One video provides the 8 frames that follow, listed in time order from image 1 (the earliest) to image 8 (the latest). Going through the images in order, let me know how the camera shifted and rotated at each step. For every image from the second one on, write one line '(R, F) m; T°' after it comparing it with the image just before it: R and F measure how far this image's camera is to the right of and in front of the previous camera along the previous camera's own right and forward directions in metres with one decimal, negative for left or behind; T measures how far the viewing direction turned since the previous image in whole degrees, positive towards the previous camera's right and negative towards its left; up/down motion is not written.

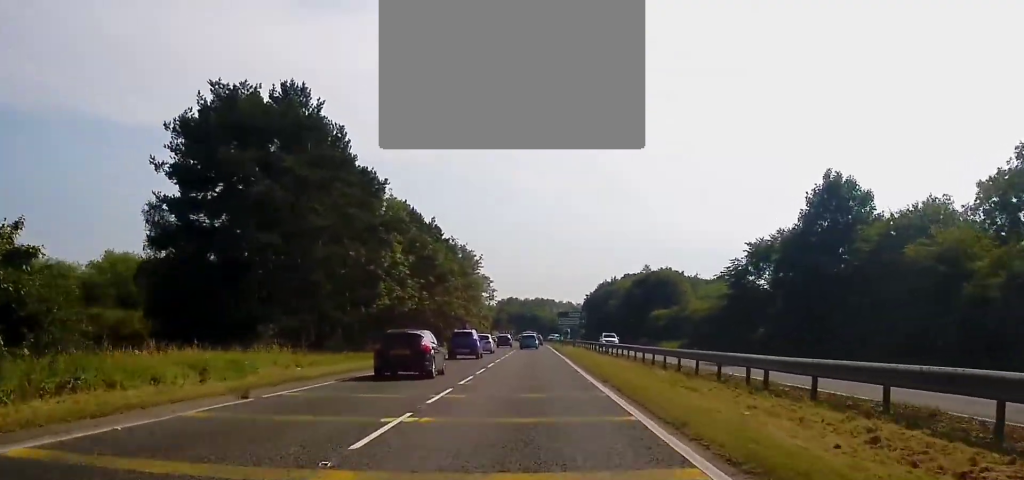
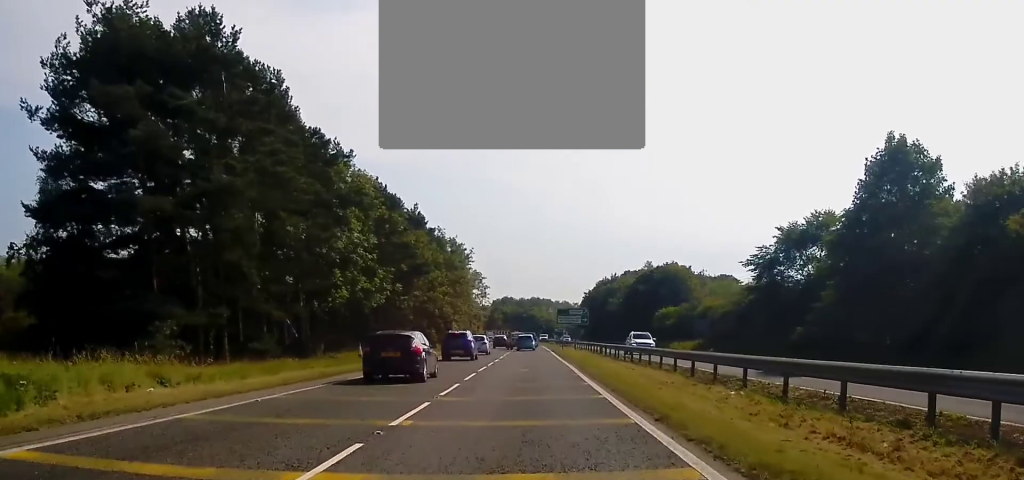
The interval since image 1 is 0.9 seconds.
(+0.1, +9.5) m; +1°
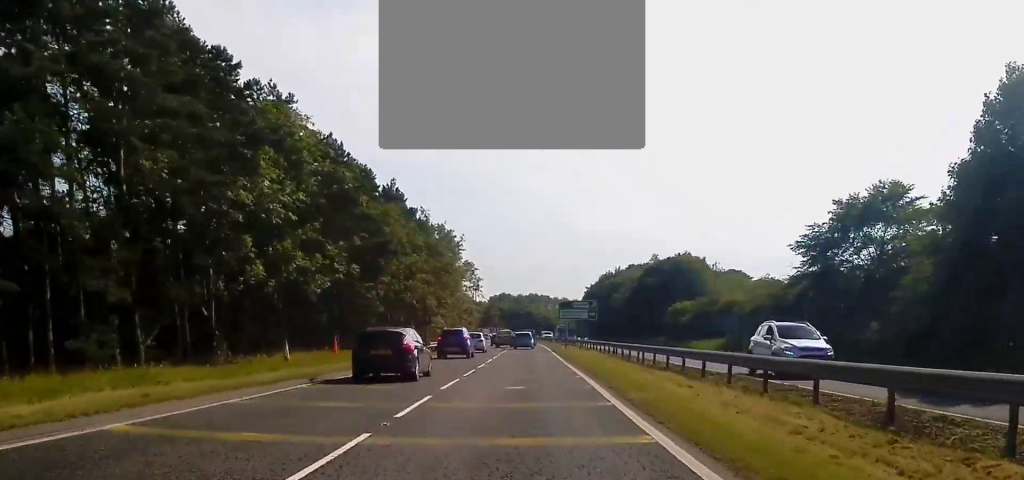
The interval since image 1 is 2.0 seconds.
(0.0, +11.7) m; 0°
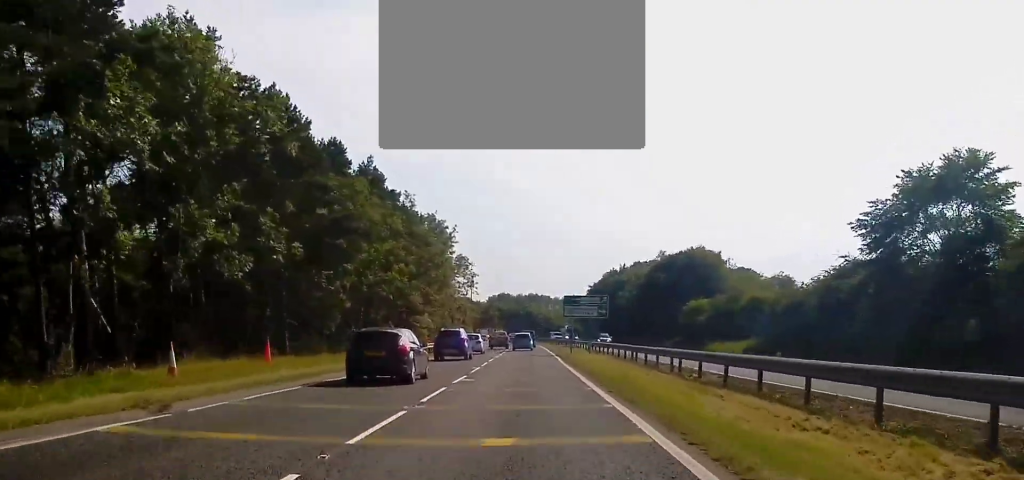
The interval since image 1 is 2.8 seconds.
(0.0, +9.1) m; 0°
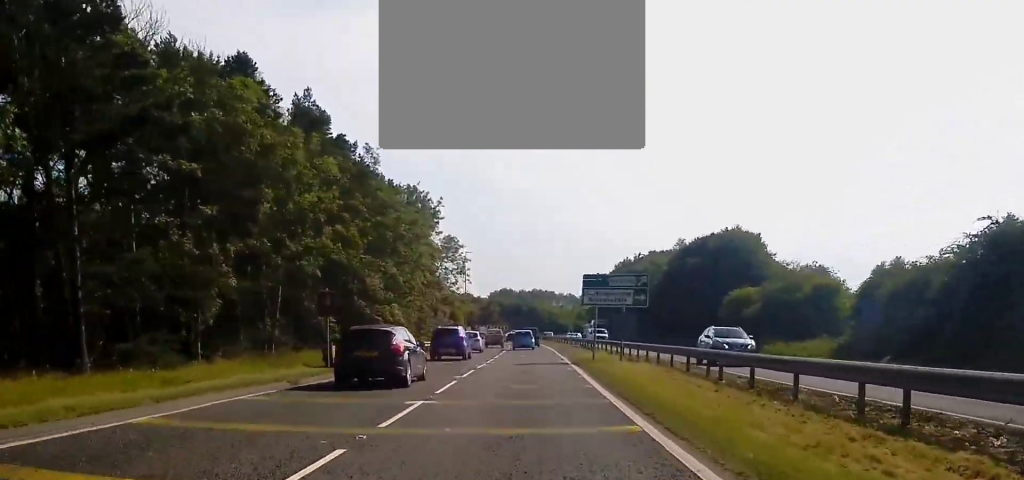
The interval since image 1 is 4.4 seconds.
(-0.1, +16.8) m; -1°
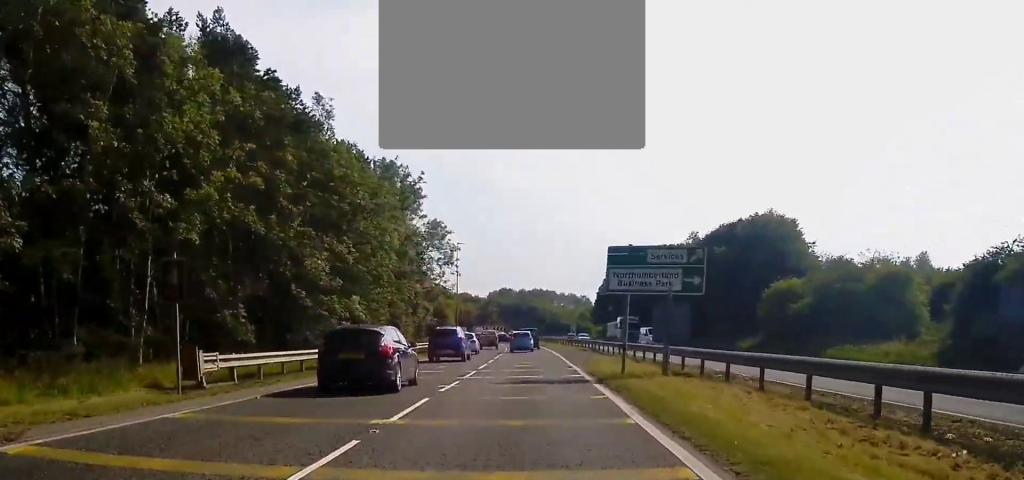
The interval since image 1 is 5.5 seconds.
(0.0, +11.9) m; +1°
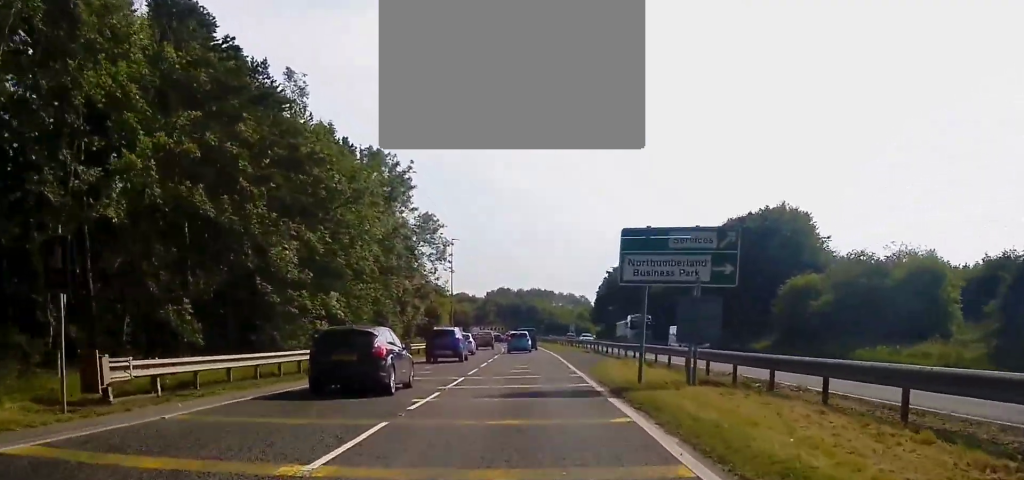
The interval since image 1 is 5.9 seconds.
(+0.1, +4.2) m; +1°
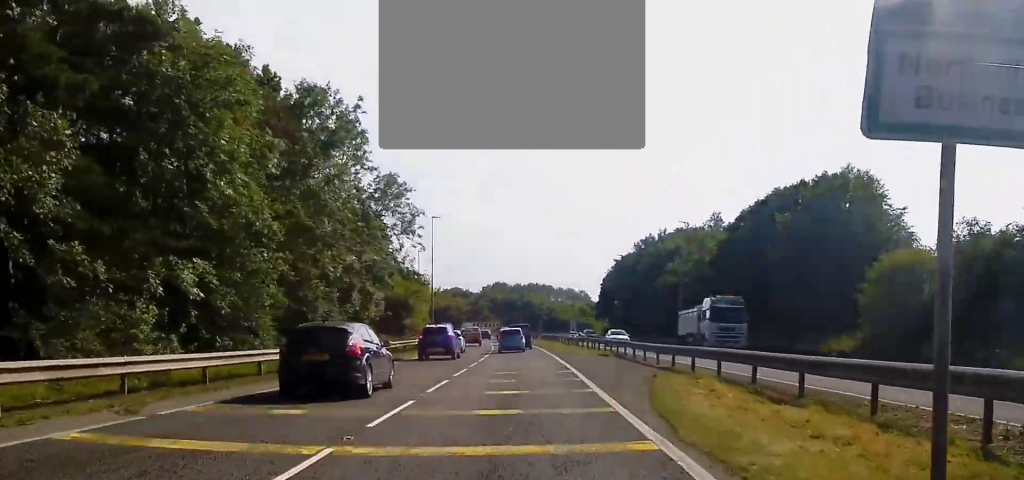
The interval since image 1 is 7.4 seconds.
(+0.2, +15.2) m; +1°
